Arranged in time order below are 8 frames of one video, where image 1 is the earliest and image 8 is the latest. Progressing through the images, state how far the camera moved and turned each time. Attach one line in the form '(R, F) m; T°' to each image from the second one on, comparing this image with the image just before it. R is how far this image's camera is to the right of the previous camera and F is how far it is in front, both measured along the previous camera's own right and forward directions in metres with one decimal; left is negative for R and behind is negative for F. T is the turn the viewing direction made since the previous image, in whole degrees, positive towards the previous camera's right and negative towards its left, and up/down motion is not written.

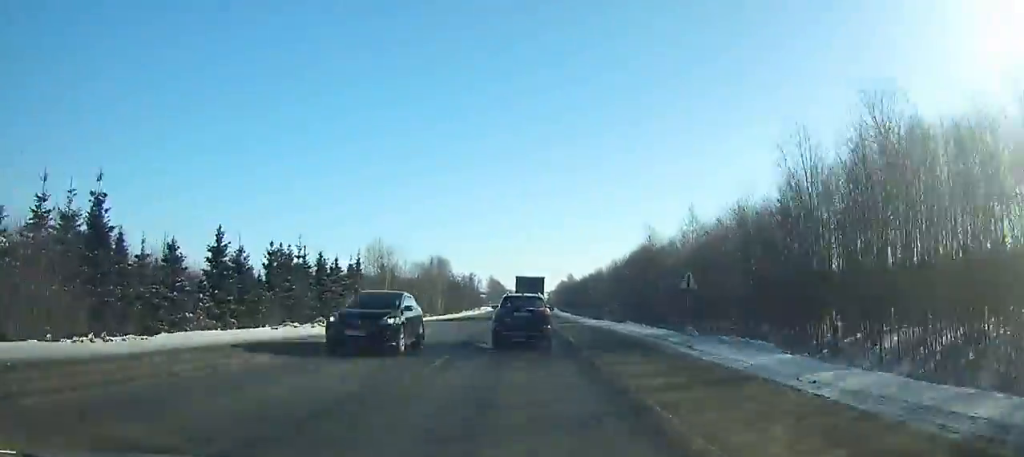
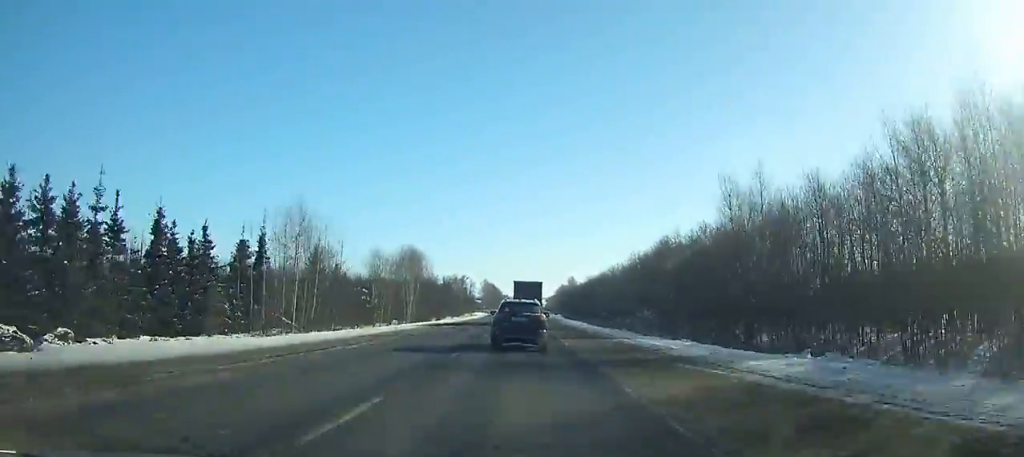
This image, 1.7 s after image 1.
(-0.1, +30.1) m; 0°
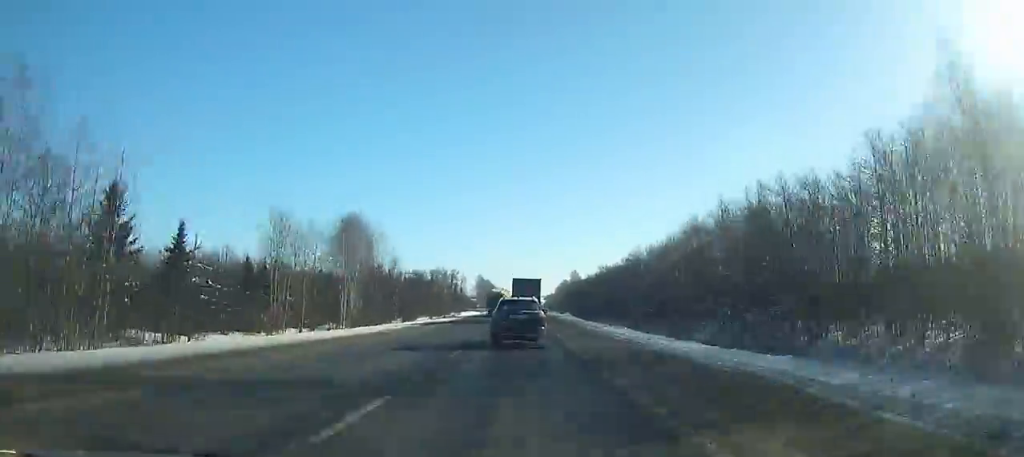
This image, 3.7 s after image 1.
(+0.1, +35.8) m; 0°
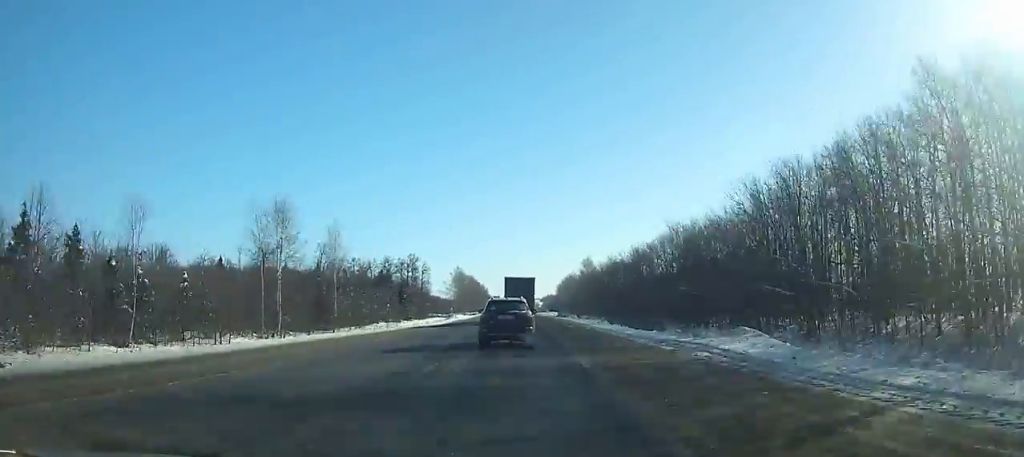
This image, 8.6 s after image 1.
(+0.4, +88.6) m; 0°
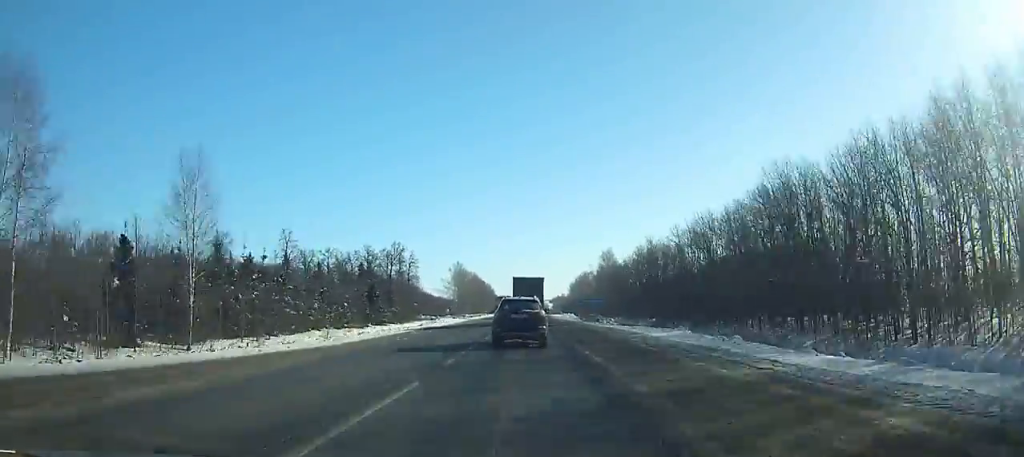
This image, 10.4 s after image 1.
(-0.1, +32.7) m; 0°
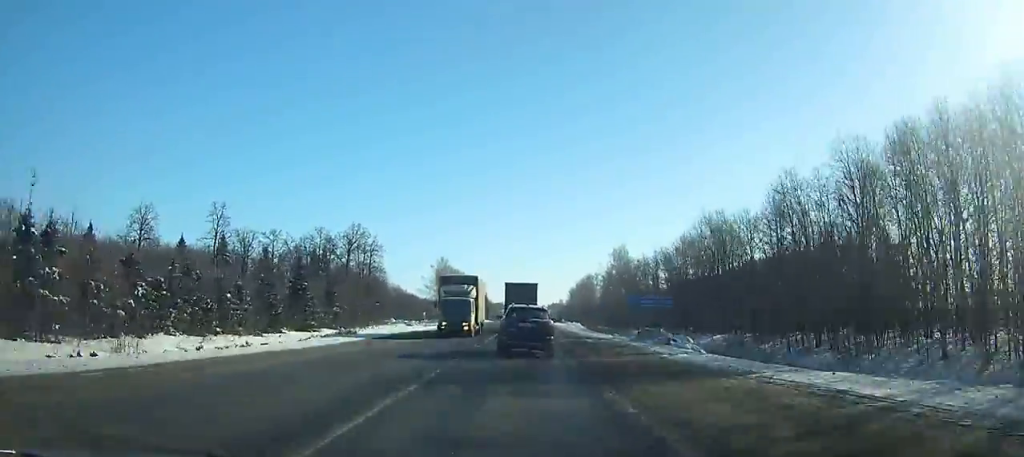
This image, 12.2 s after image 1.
(0.0, +32.6) m; 0°
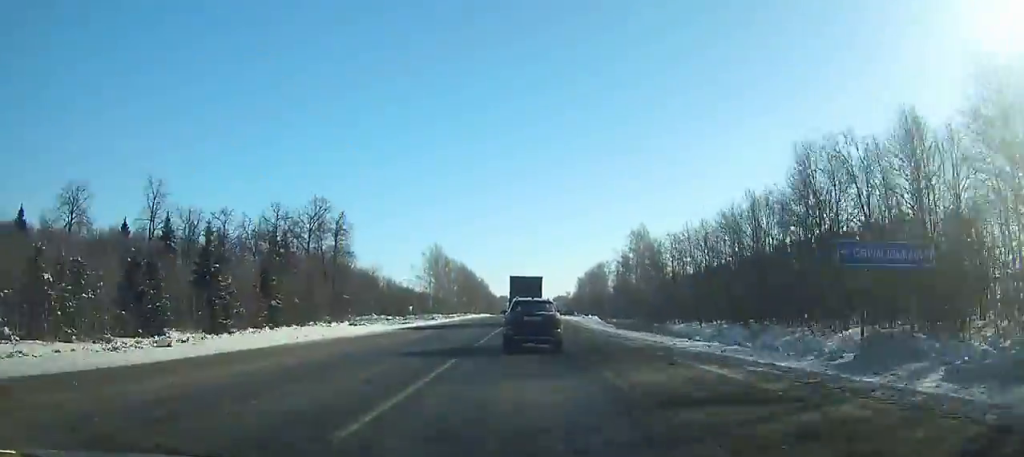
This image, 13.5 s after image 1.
(0.0, +23.4) m; 0°
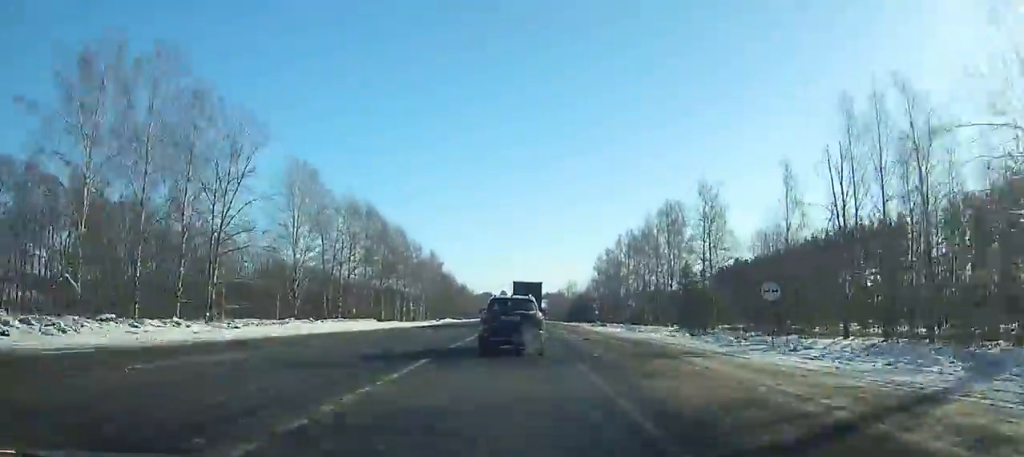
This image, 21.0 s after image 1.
(+0.7, +131.9) m; 0°
